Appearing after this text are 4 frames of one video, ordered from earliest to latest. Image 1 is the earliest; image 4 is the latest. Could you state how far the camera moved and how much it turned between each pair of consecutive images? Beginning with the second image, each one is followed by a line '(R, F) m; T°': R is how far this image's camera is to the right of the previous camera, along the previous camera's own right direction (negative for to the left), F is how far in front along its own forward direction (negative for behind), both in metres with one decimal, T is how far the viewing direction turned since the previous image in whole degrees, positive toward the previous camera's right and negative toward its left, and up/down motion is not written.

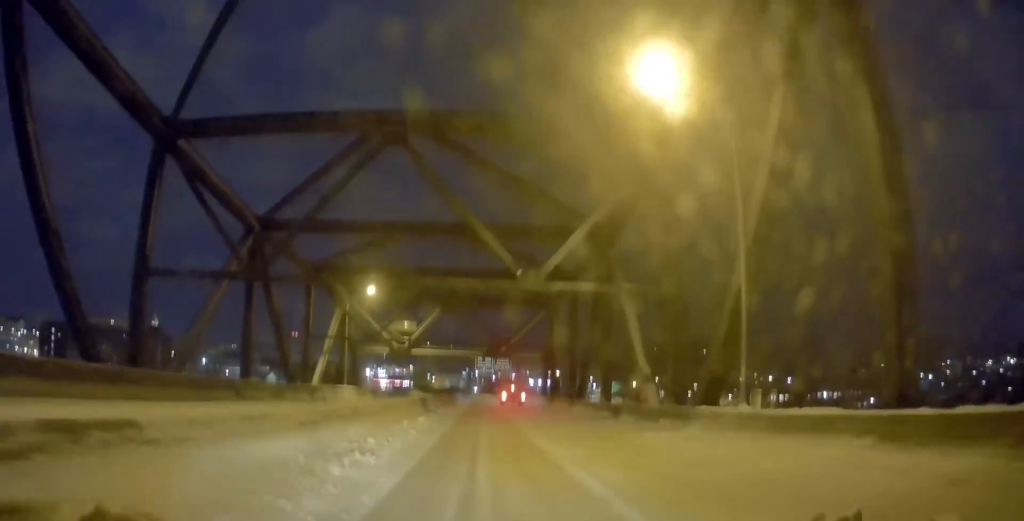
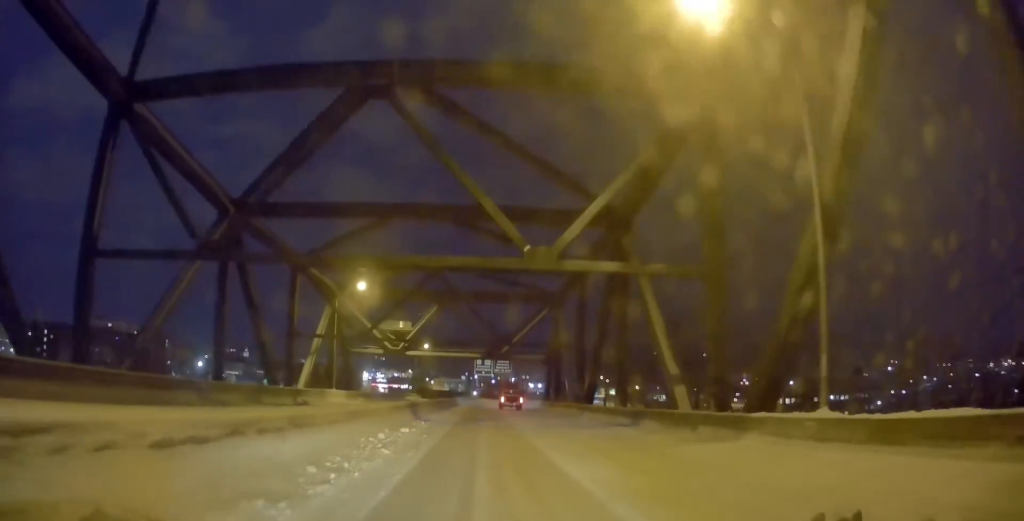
(-0.1, +4.5) m; +1°
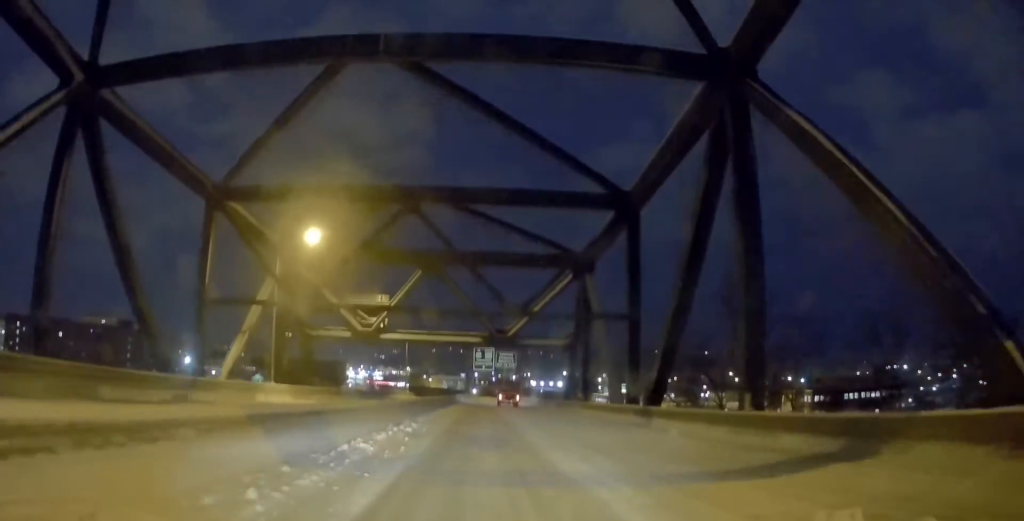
(+0.1, +17.0) m; -1°
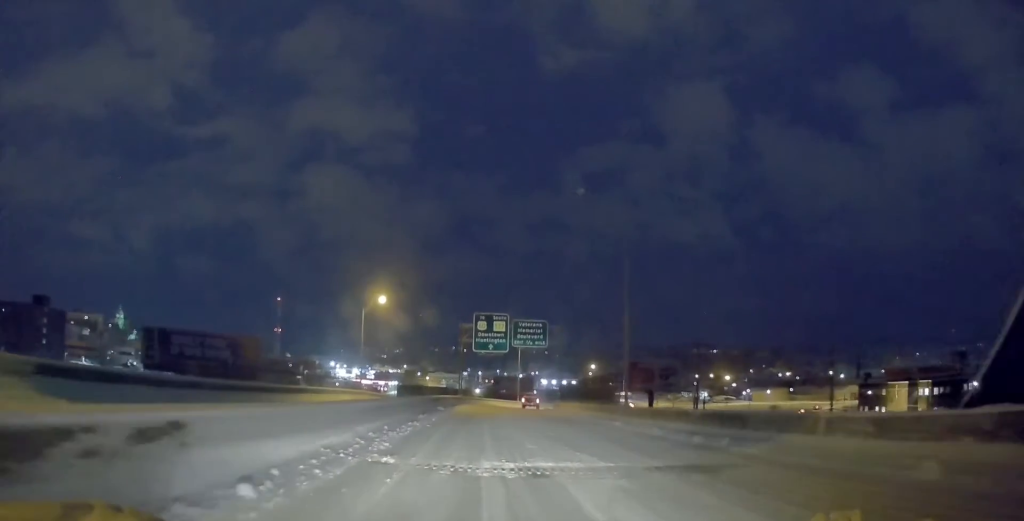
(+0.2, +47.3) m; 0°
